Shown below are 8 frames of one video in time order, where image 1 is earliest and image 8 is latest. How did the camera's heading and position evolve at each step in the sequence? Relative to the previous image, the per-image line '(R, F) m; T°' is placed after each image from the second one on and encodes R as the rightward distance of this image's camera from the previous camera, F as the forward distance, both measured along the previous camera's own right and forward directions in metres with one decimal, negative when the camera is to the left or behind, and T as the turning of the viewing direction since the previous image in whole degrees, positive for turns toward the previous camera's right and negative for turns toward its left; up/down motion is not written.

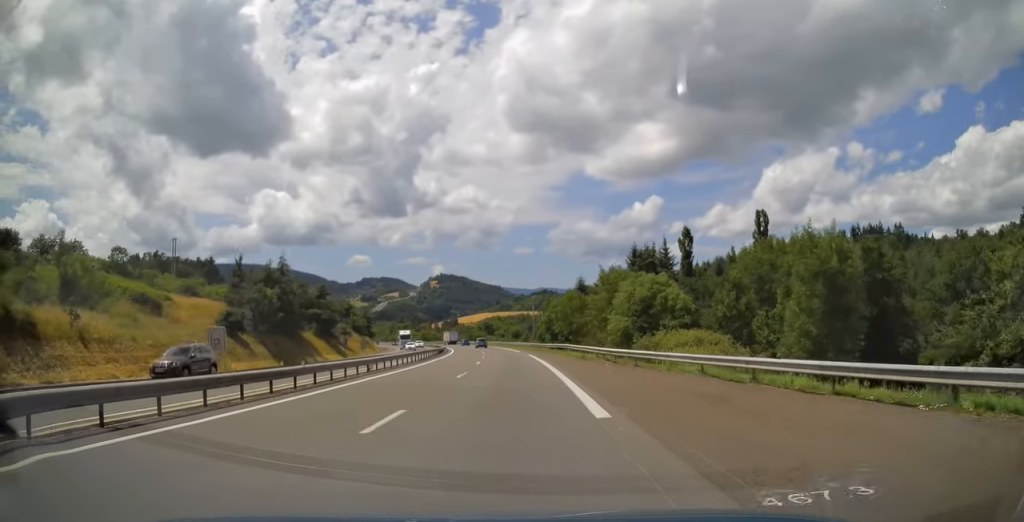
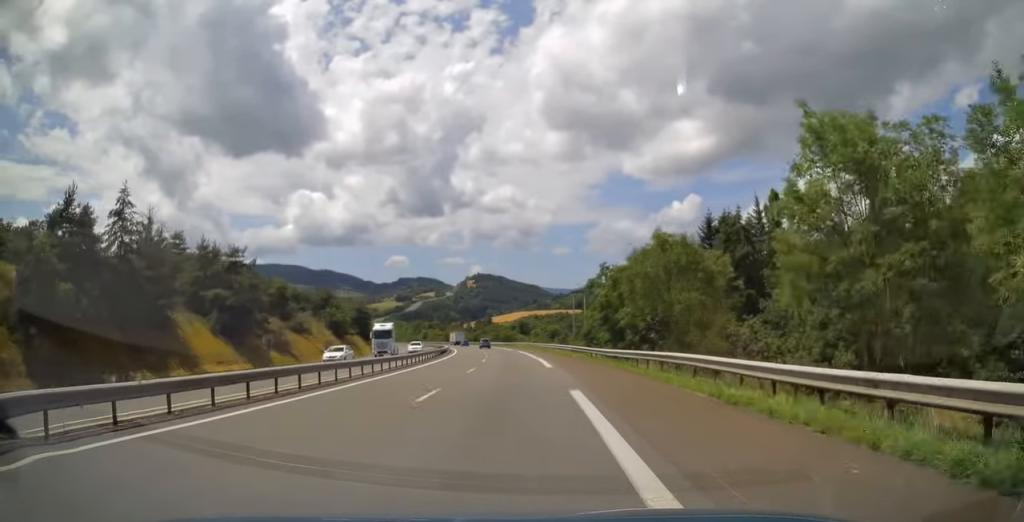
(-0.7, +33.7) m; -2°
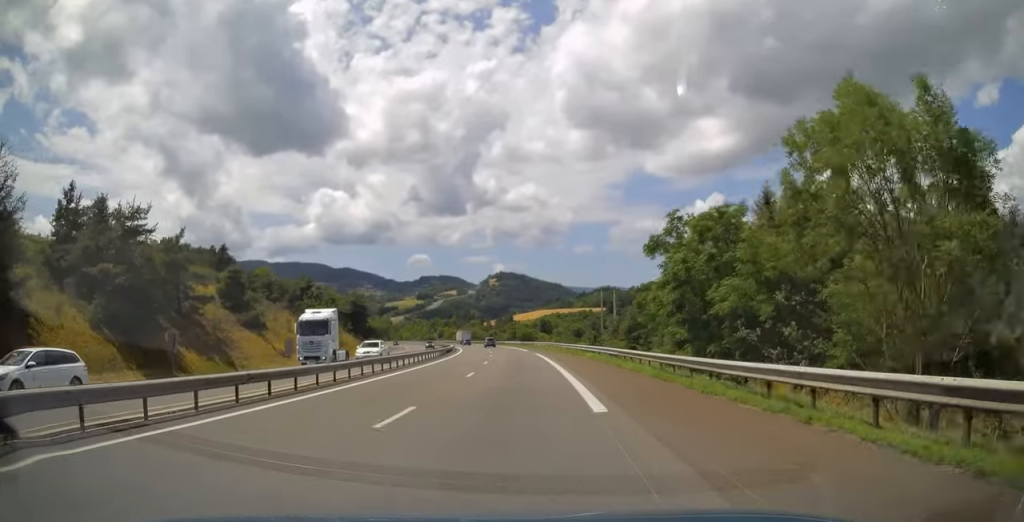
(-0.2, +17.4) m; -2°
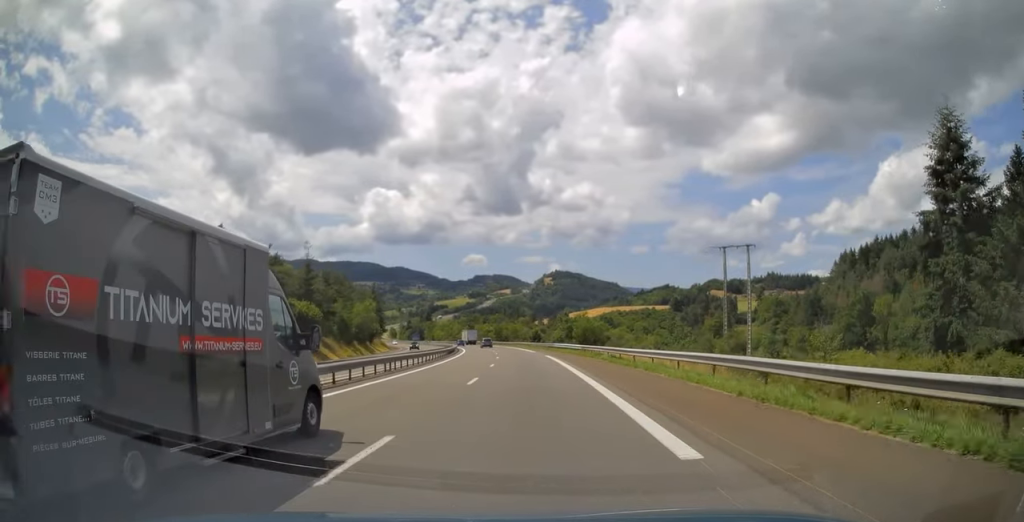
(-3.1, +55.7) m; -6°
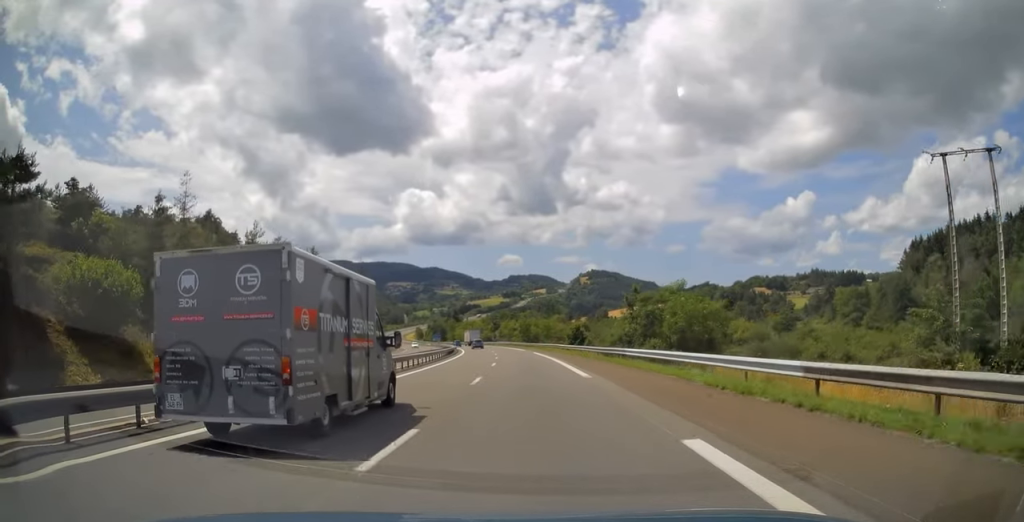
(-1.0, +37.9) m; -4°
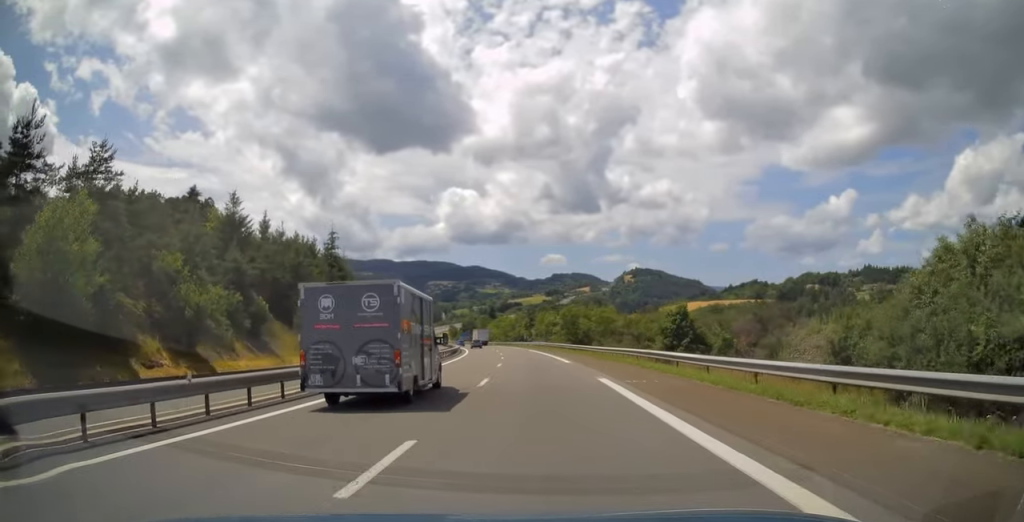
(-1.5, +40.0) m; -4°
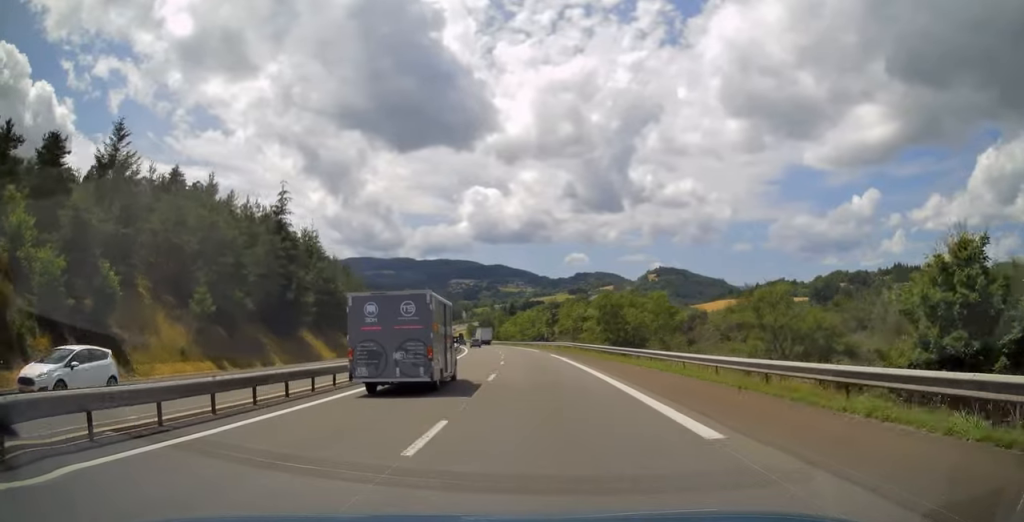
(-0.6, +24.2) m; -2°
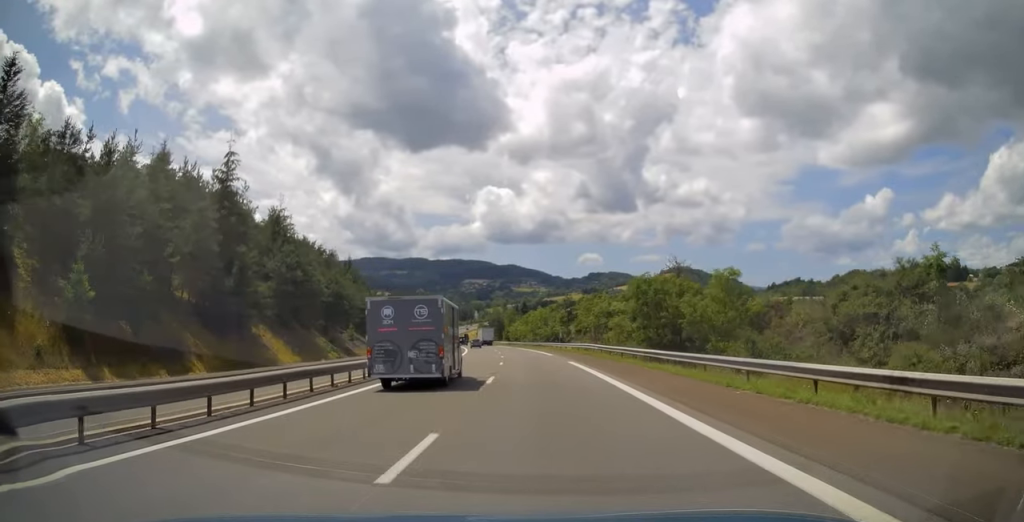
(-0.1, +14.4) m; -1°
